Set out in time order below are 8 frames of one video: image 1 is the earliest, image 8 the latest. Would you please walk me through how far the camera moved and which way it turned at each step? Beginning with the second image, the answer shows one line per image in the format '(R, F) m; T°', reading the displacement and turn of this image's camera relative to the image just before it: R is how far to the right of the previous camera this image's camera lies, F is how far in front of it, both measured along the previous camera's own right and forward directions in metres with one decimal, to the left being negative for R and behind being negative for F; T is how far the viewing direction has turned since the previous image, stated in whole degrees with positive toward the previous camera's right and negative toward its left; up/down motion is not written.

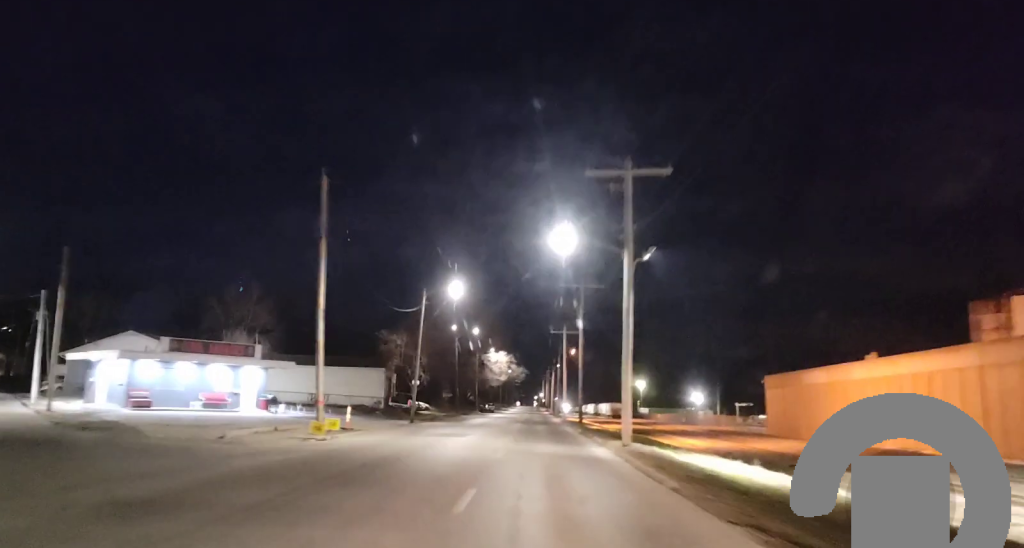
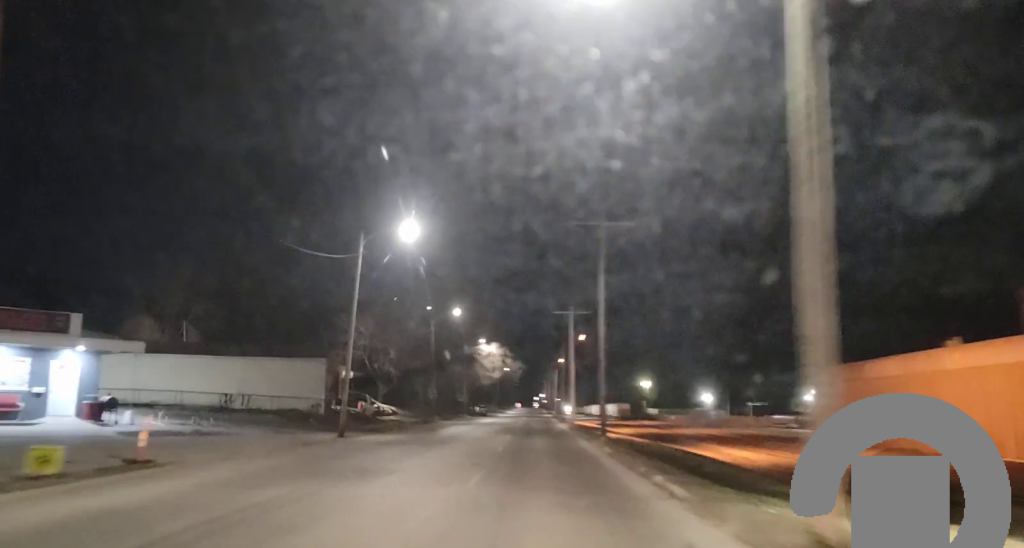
(-0.2, +20.5) m; 0°
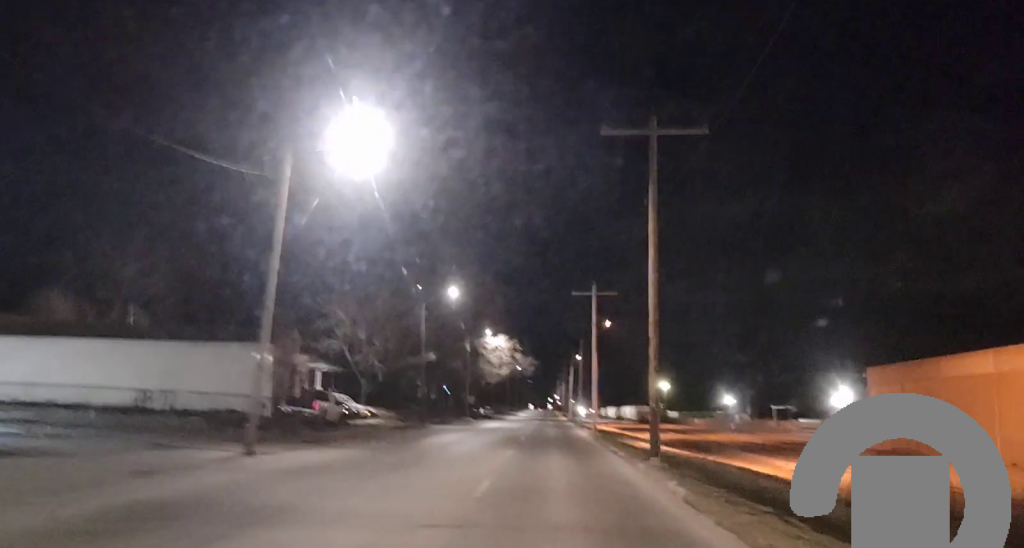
(+0.1, +12.9) m; -1°
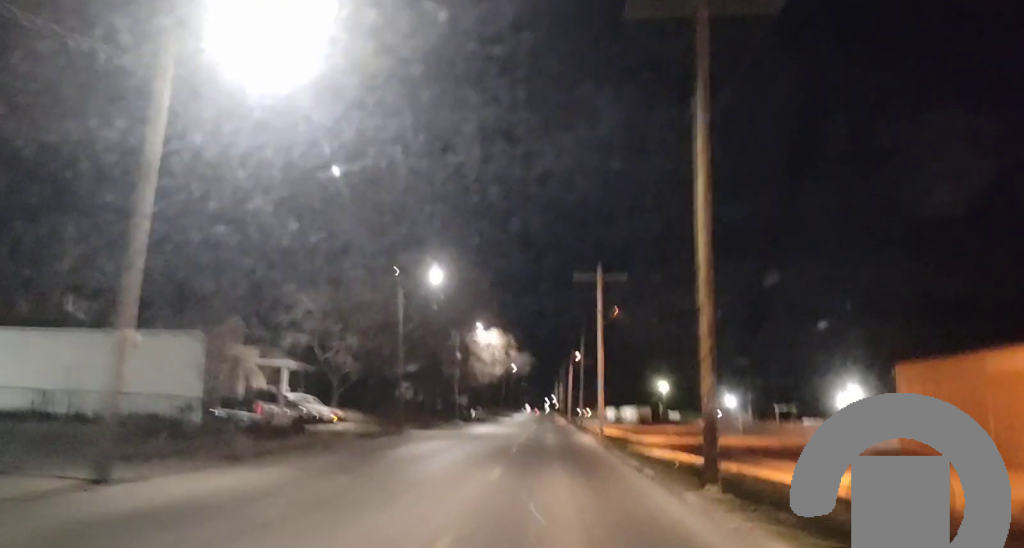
(-0.2, +8.3) m; -1°
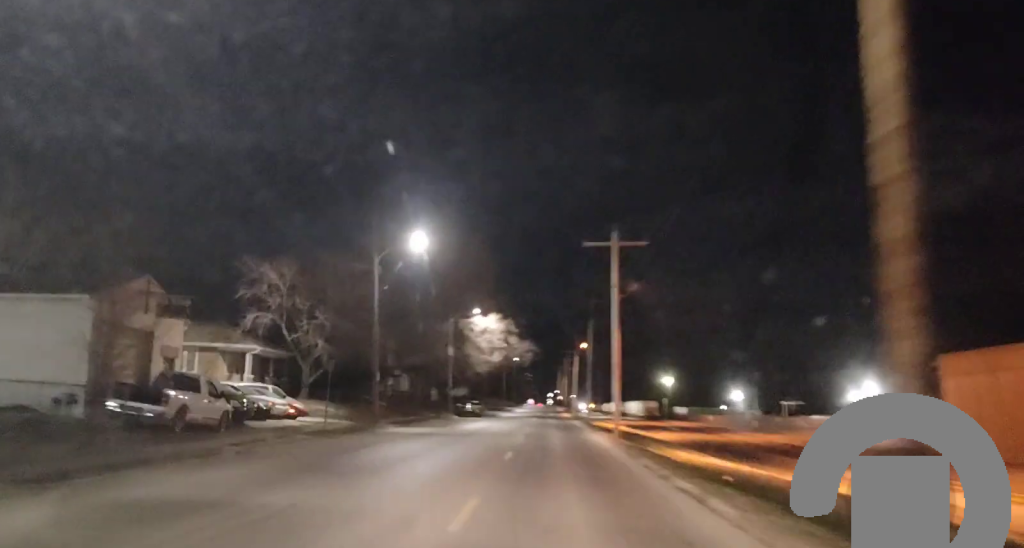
(0.0, +8.4) m; 0°
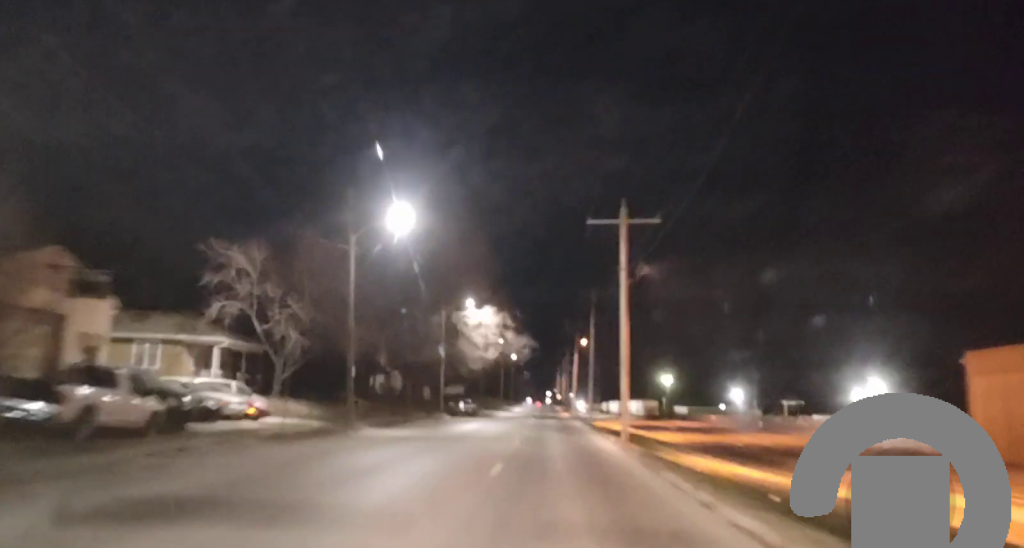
(0.0, +5.7) m; 0°
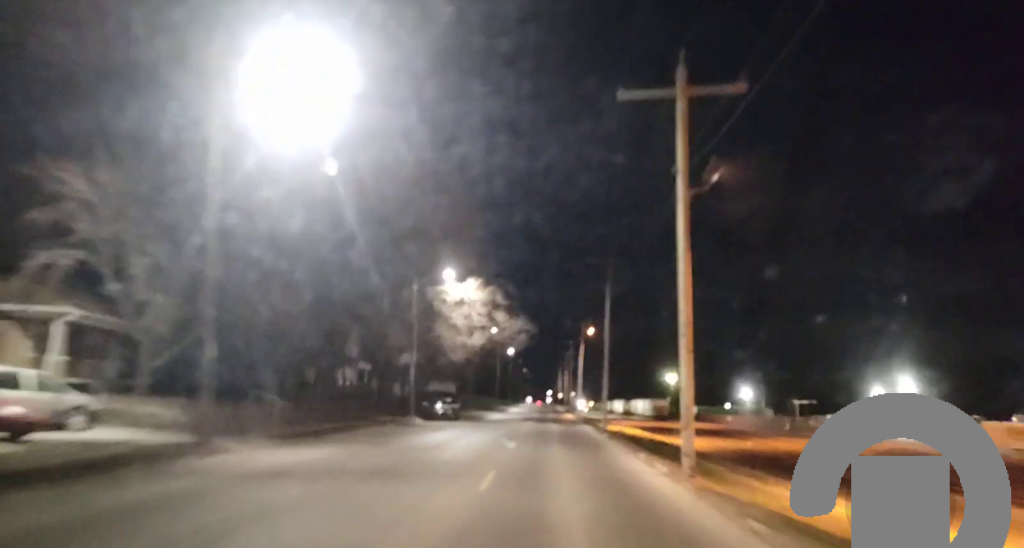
(0.0, +14.4) m; 0°
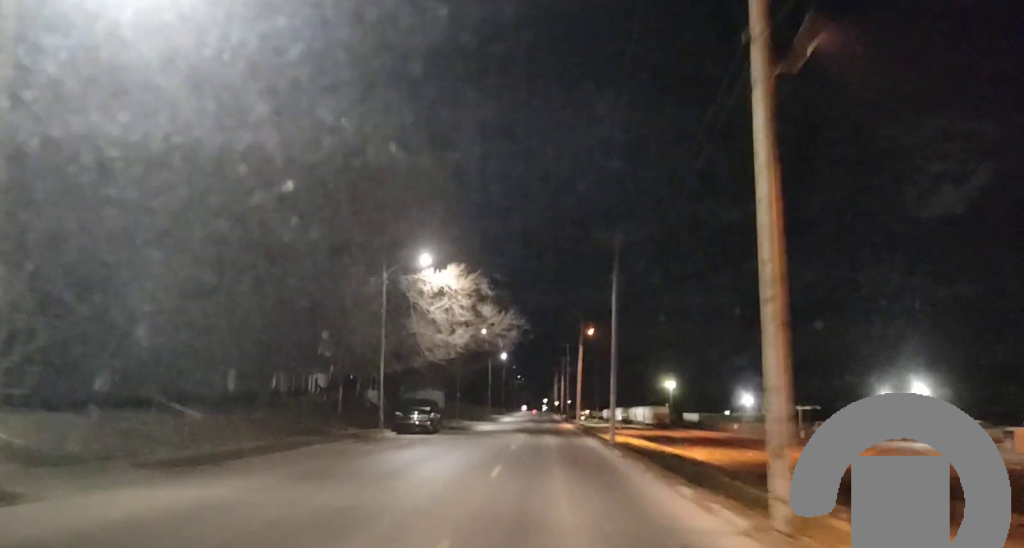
(0.0, +8.1) m; 0°
